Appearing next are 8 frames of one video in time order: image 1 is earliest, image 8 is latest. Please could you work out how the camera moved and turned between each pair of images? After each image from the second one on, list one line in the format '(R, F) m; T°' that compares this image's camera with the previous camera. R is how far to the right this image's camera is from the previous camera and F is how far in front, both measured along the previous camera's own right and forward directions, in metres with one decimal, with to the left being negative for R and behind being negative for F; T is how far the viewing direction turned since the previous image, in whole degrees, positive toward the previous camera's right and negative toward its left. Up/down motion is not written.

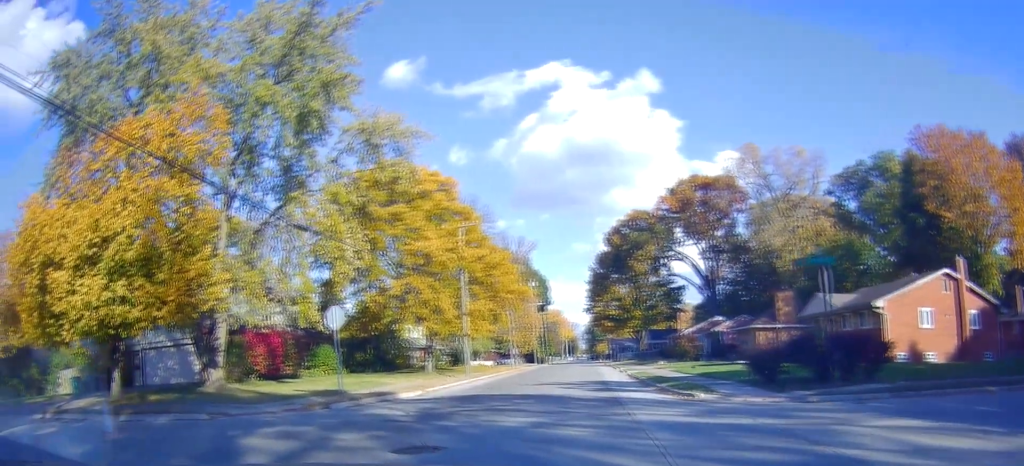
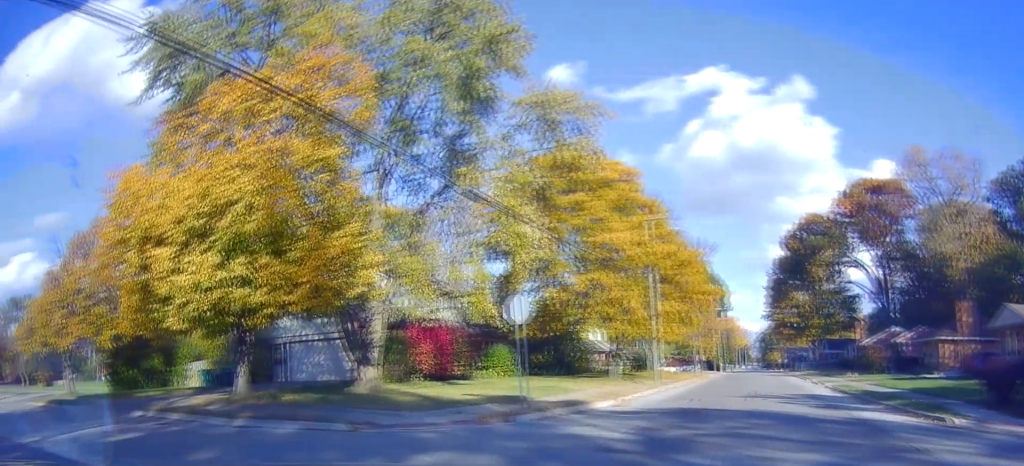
(-0.6, +3.4) m; -25°
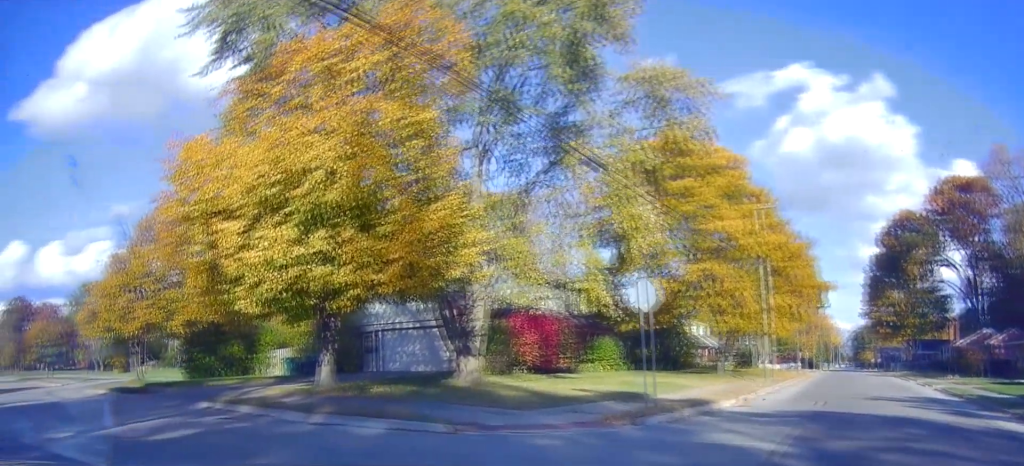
(-0.3, +1.7) m; -8°
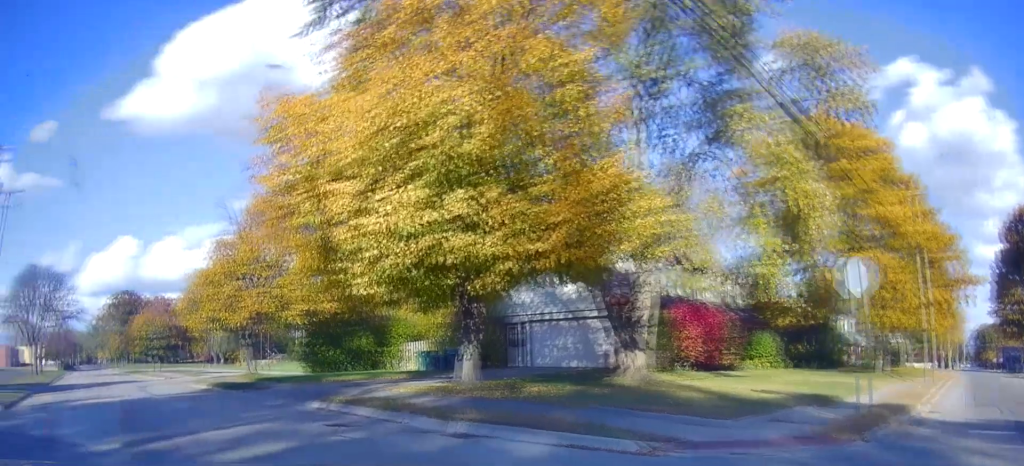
(-0.2, +2.3) m; -11°
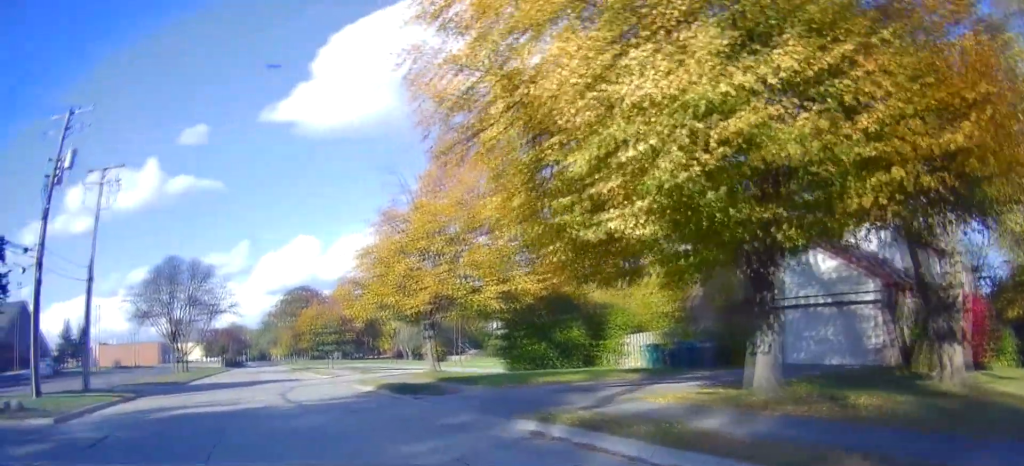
(-0.6, +4.8) m; -18°
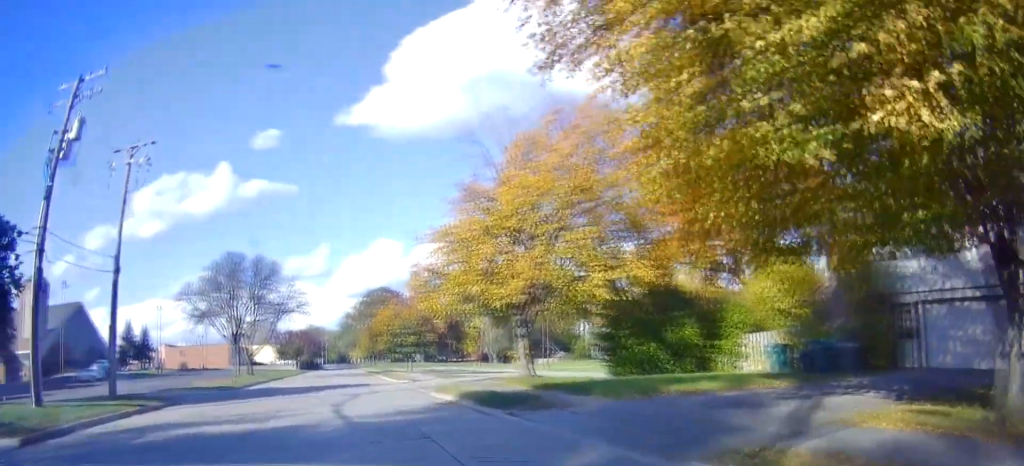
(-0.4, +3.7) m; -11°
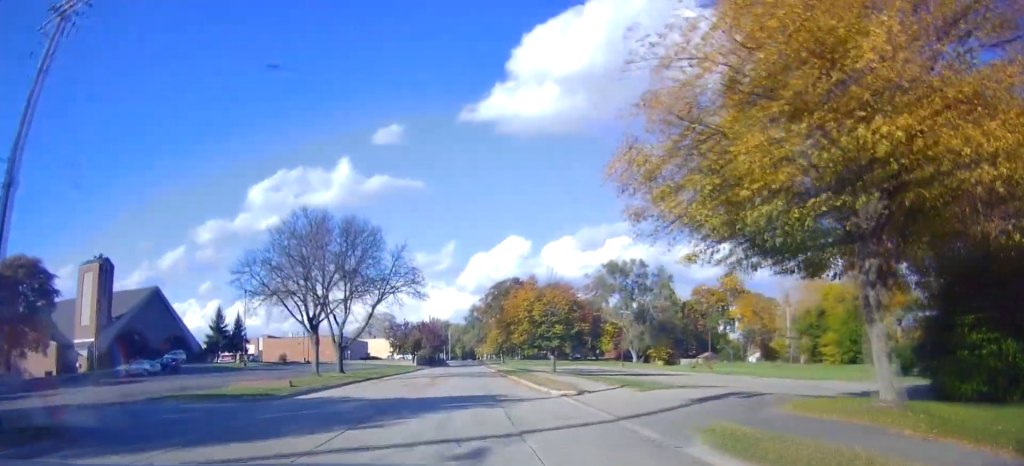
(-2.0, +13.2) m; -13°
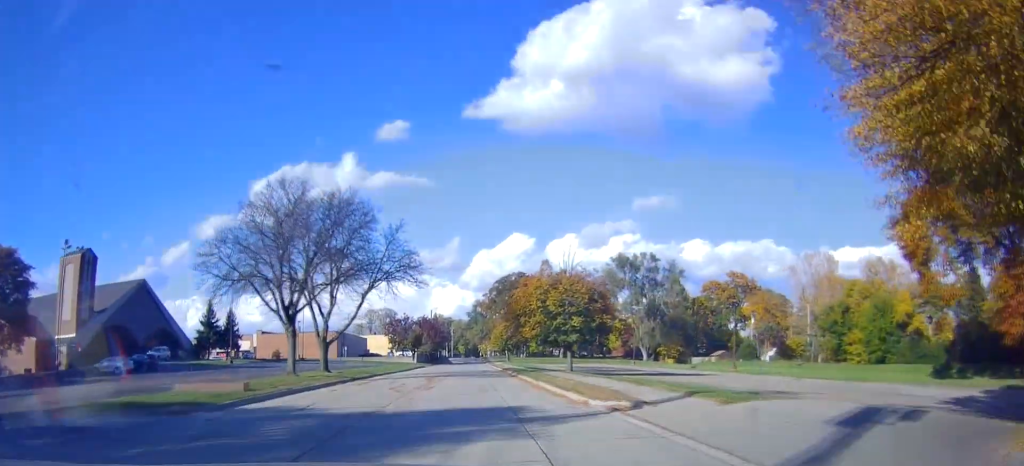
(-0.1, +6.1) m; -2°
